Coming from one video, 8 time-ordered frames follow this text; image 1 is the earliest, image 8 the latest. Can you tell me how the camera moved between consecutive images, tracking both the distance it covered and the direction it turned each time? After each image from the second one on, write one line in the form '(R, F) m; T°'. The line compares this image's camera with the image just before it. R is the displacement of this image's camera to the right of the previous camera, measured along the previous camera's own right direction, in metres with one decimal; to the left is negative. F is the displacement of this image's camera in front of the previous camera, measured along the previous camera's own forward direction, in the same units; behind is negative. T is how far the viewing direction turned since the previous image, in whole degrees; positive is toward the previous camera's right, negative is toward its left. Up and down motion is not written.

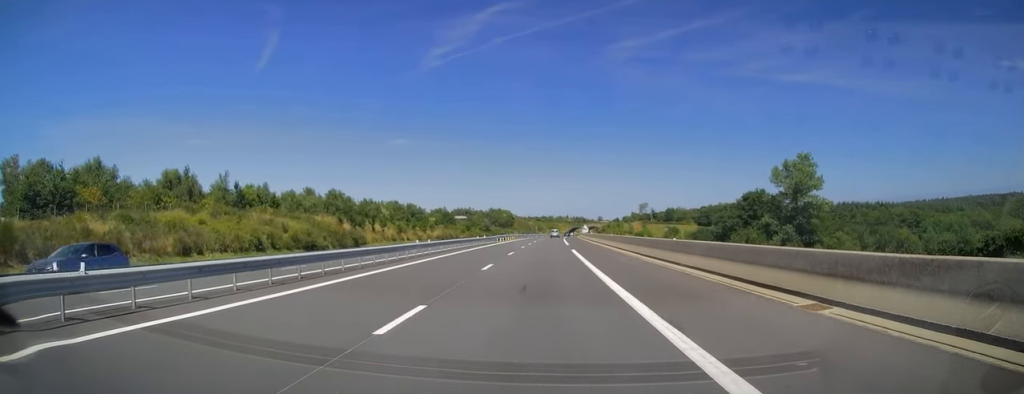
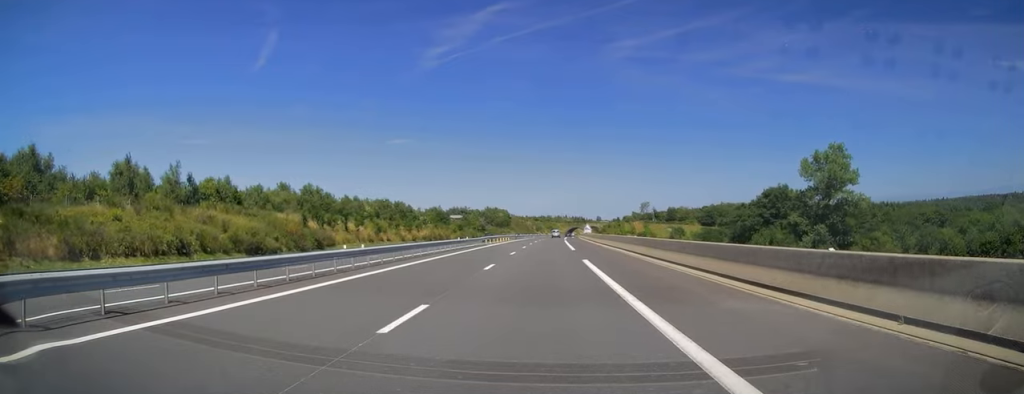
(+0.1, +13.0) m; 0°
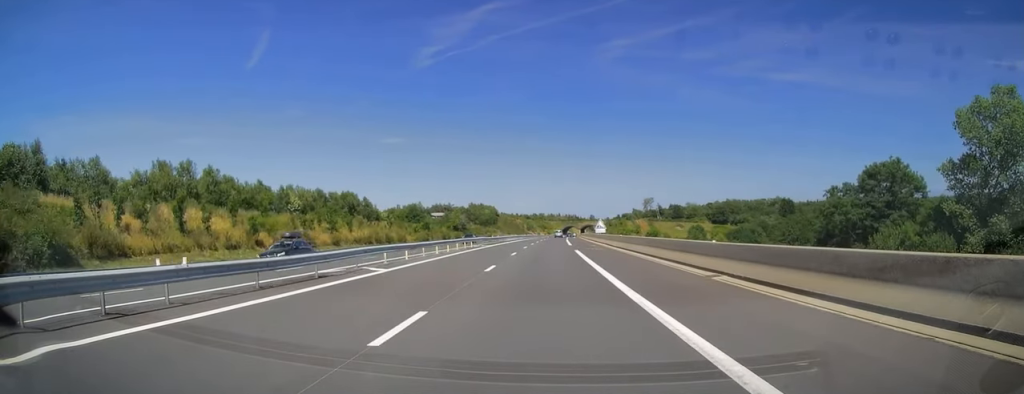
(-0.1, +39.9) m; +1°
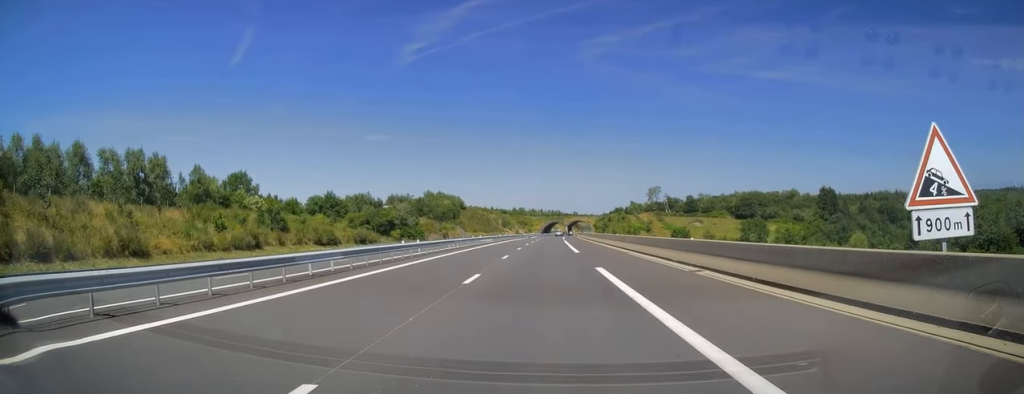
(+1.4, +69.7) m; +2°
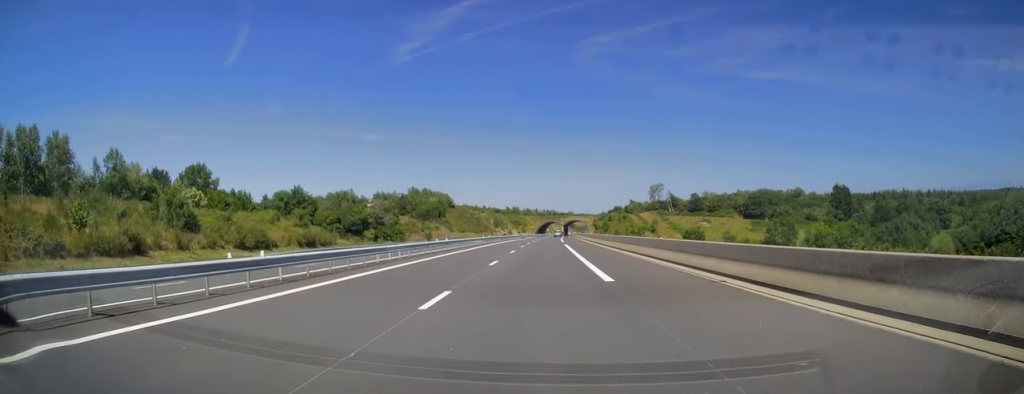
(0.0, +17.9) m; 0°
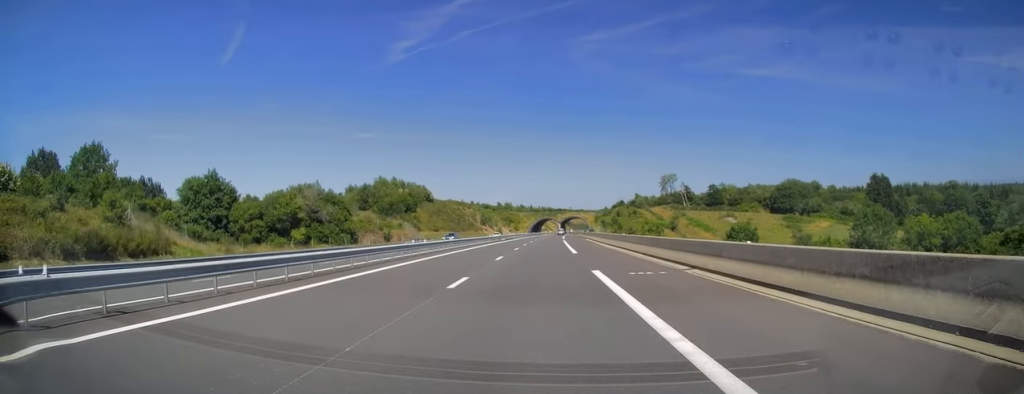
(+0.2, +35.4) m; +1°
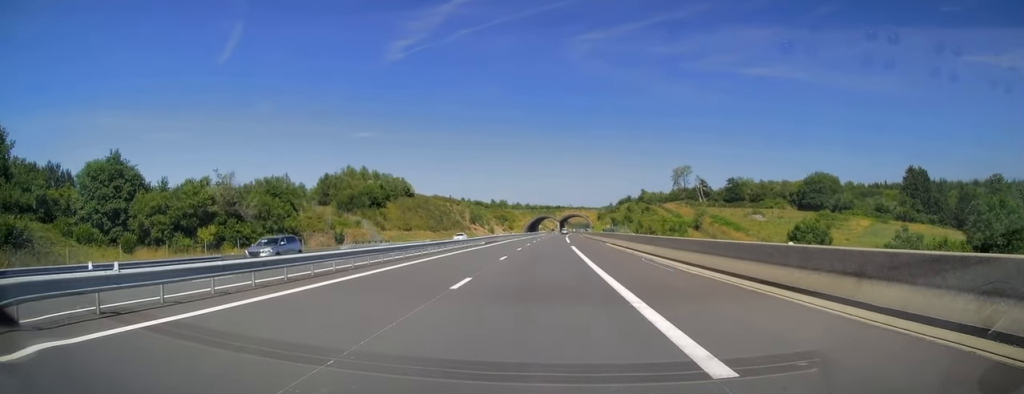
(+0.1, +26.2) m; 0°
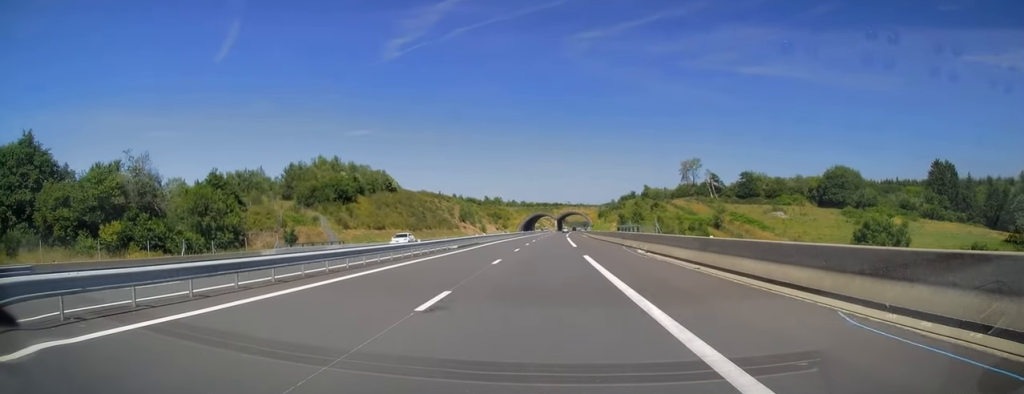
(0.0, +17.0) m; 0°
